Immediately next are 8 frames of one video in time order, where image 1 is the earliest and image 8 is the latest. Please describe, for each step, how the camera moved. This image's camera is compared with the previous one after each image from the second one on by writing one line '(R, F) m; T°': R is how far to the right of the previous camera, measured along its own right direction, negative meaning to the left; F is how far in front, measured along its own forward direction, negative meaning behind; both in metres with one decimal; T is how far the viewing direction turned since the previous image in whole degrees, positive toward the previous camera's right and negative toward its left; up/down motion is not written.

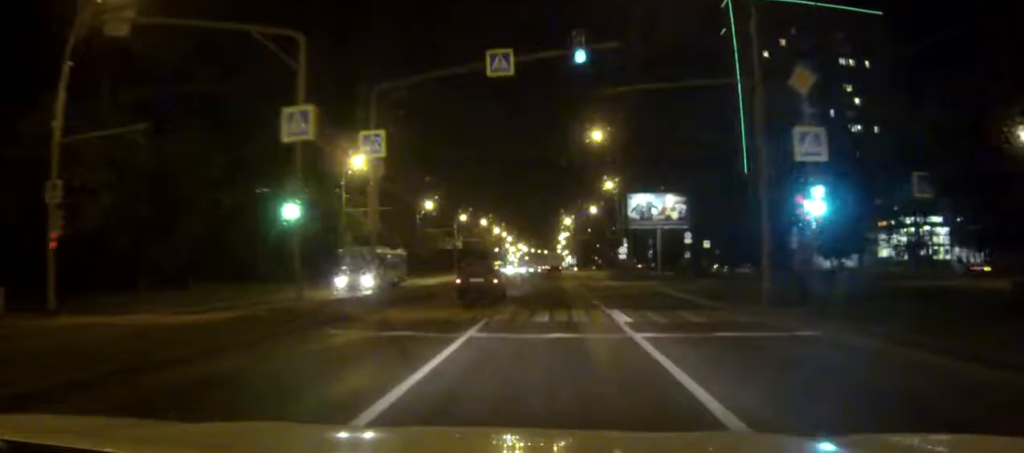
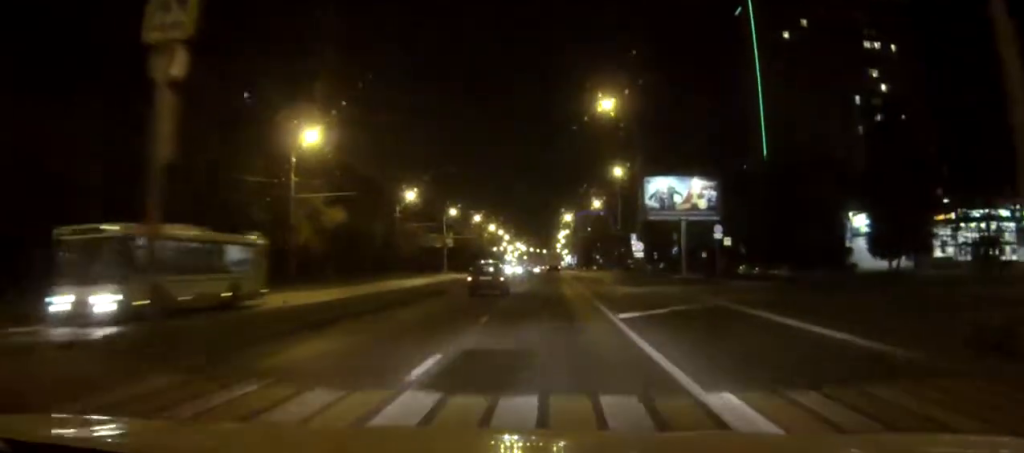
(0.0, +13.3) m; 0°
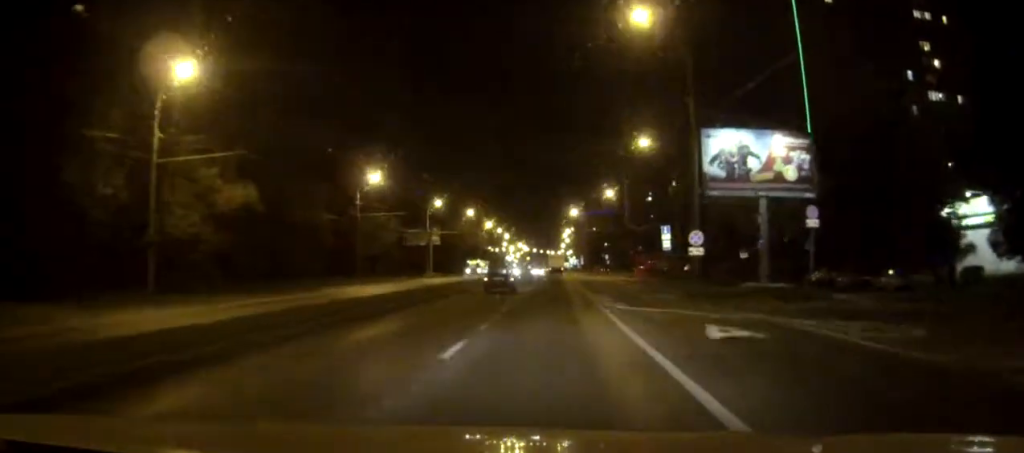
(-0.1, +21.6) m; -1°
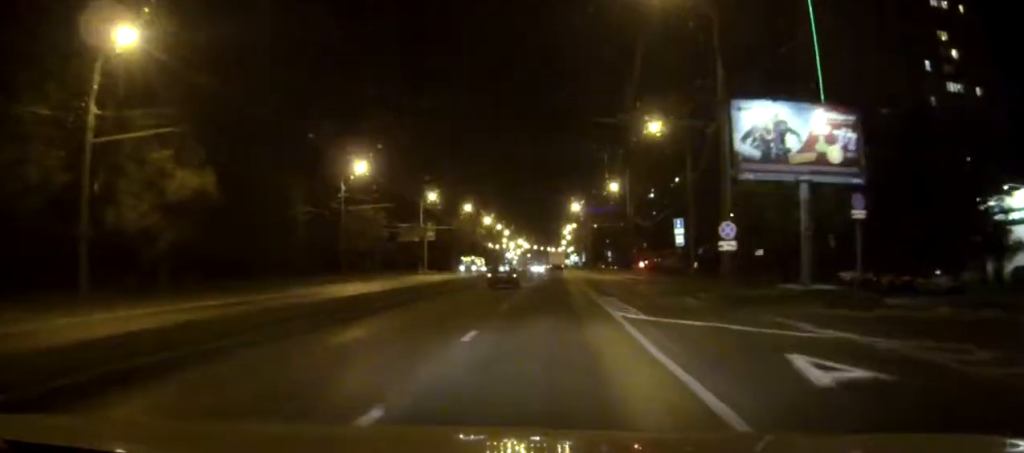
(0.0, +6.4) m; 0°
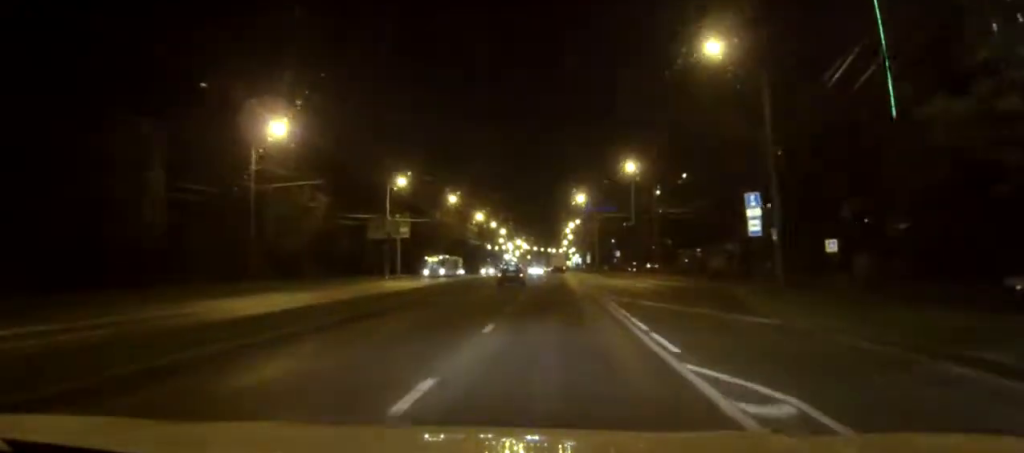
(0.0, +23.4) m; 0°
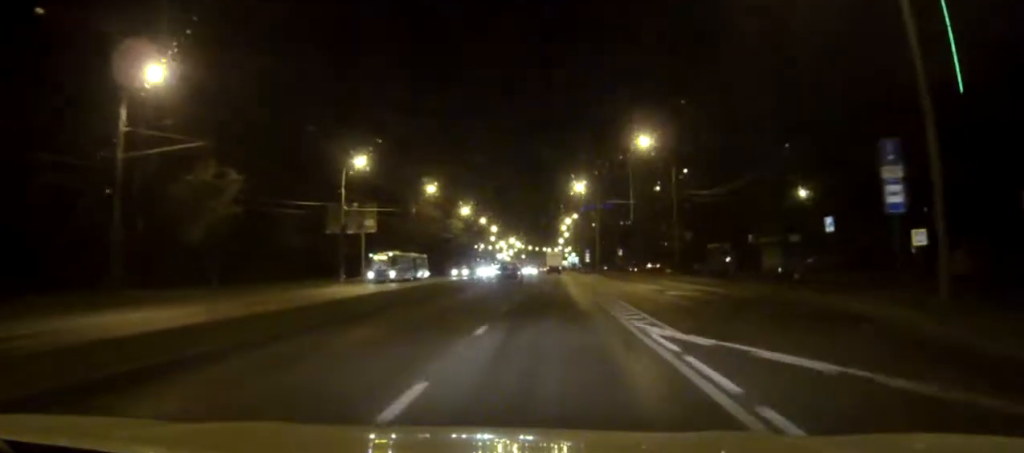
(+0.1, +19.2) m; 0°
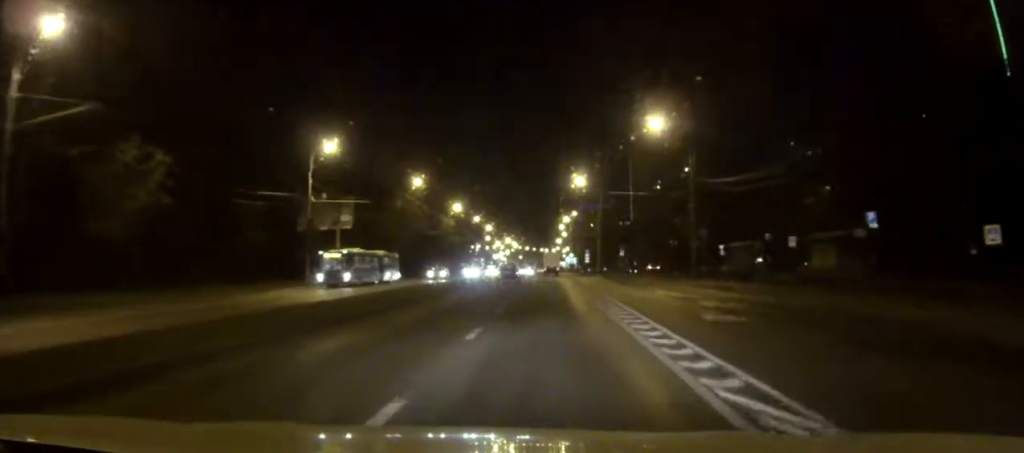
(0.0, +10.7) m; 0°
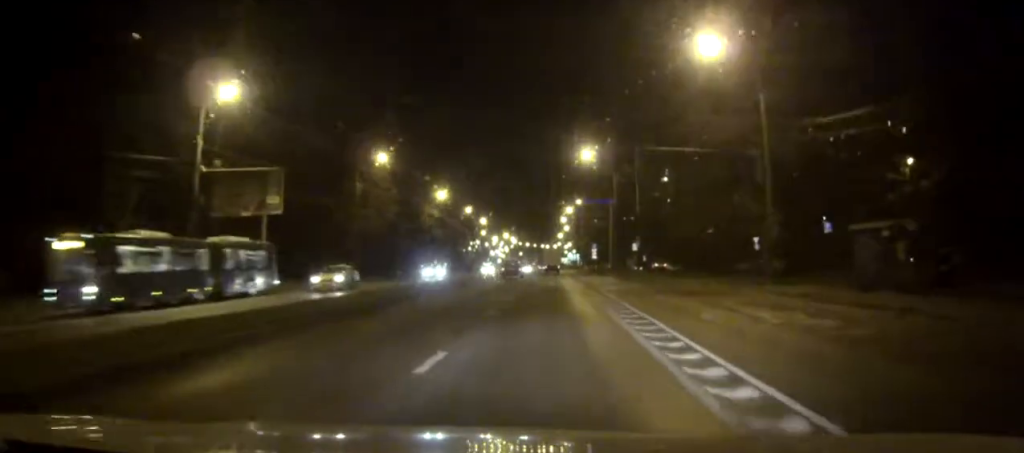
(0.0, +22.5) m; 0°
